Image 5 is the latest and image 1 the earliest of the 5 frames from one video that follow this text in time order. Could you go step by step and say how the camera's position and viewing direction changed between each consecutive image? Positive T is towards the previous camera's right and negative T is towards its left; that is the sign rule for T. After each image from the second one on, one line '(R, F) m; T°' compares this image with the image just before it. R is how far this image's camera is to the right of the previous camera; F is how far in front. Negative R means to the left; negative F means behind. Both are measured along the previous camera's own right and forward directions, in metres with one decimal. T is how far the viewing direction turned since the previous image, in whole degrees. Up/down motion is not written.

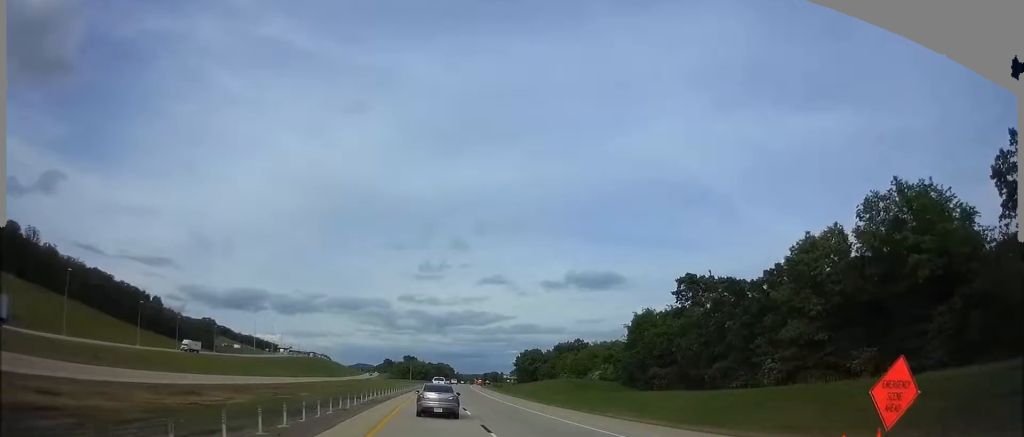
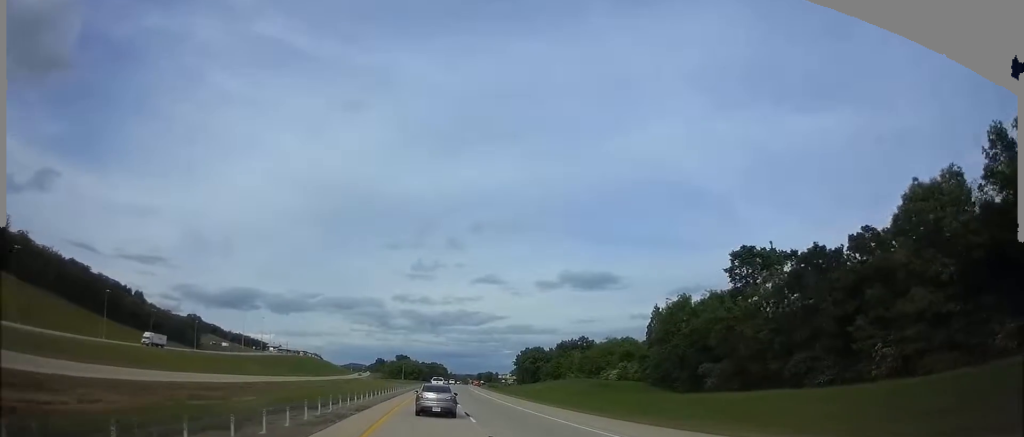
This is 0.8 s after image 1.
(+0.2, +18.3) m; +1°
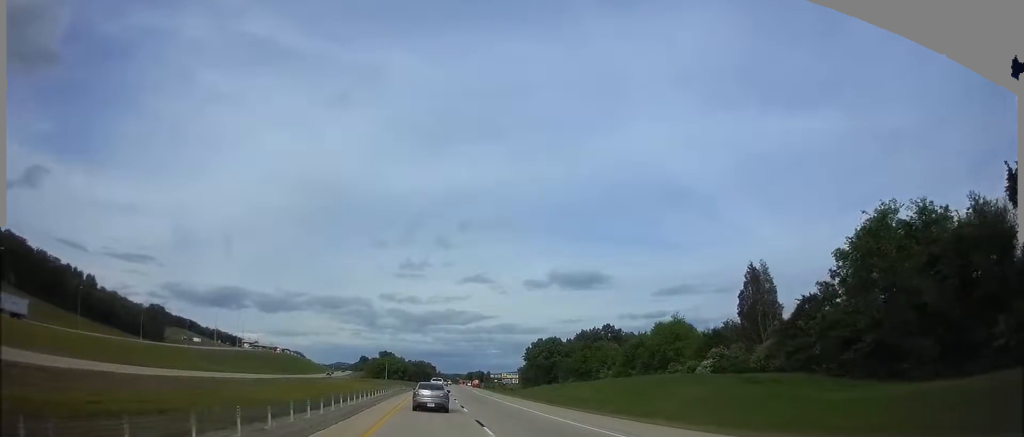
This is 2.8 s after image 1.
(+0.5, +47.8) m; +1°
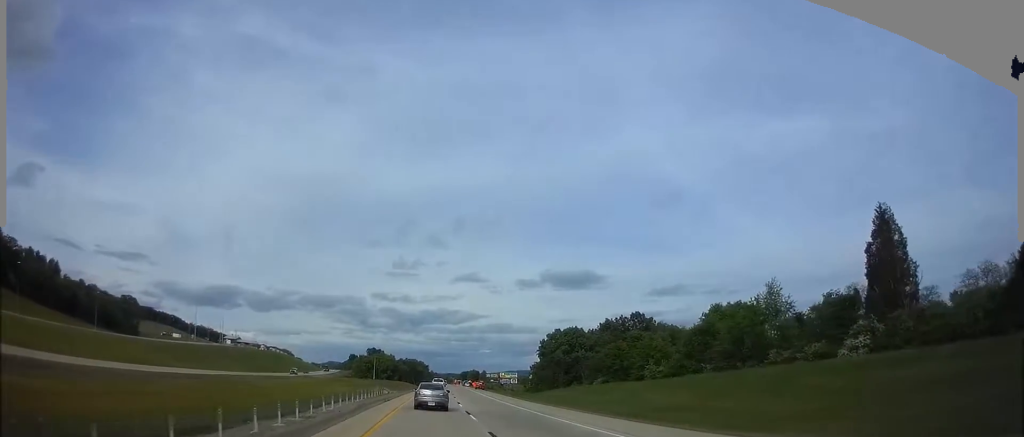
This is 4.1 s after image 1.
(+0.1, +33.0) m; 0°
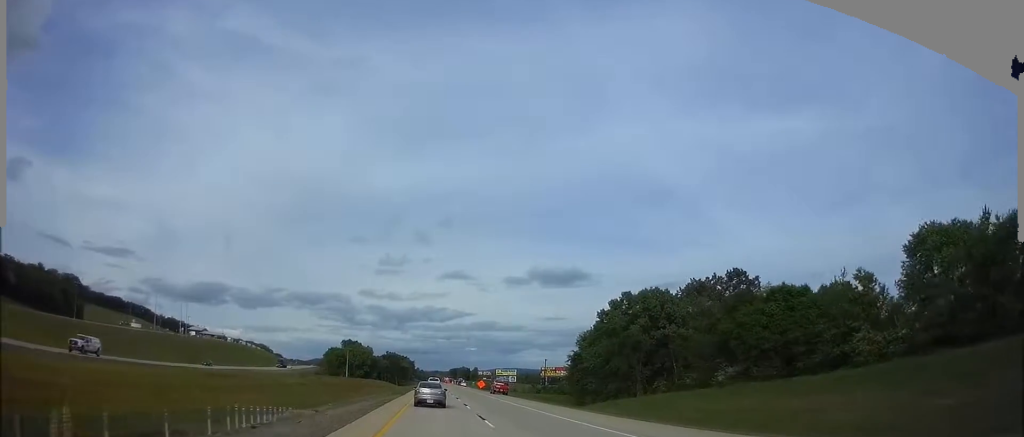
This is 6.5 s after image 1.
(+0.7, +58.9) m; +1°
